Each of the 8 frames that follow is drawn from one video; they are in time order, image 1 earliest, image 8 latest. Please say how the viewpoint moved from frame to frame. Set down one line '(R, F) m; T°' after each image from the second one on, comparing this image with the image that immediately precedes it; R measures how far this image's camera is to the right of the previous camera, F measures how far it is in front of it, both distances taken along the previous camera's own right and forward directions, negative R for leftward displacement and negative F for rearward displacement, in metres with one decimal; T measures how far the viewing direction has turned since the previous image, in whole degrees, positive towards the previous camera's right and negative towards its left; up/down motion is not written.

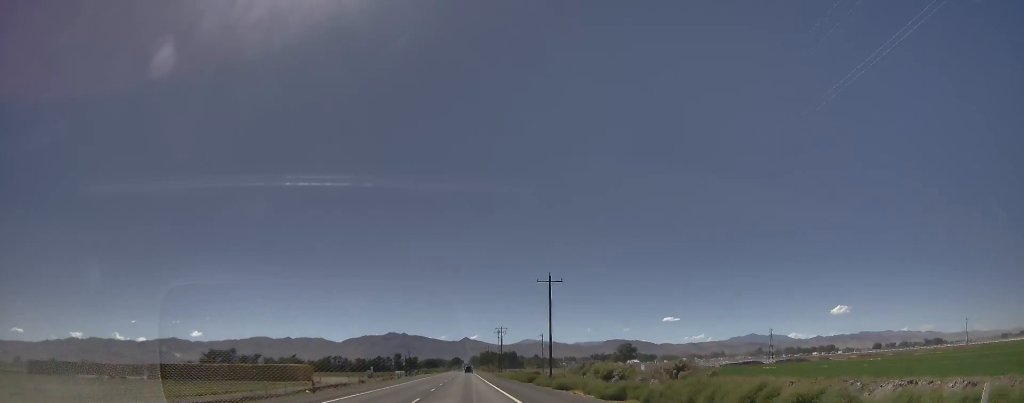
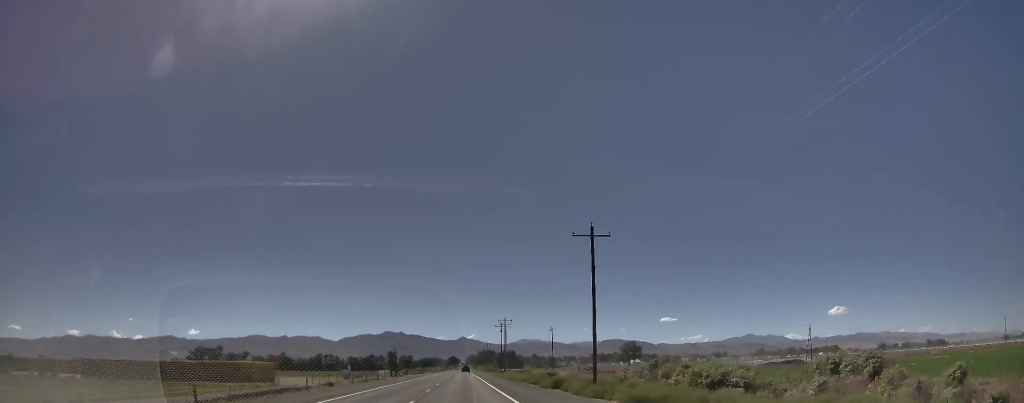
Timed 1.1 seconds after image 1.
(0.0, +26.4) m; 0°
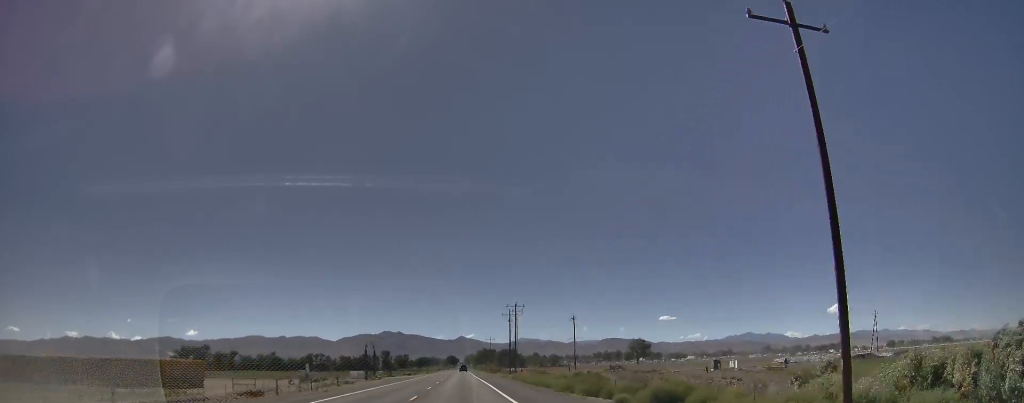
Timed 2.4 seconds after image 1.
(0.0, +32.8) m; +2°
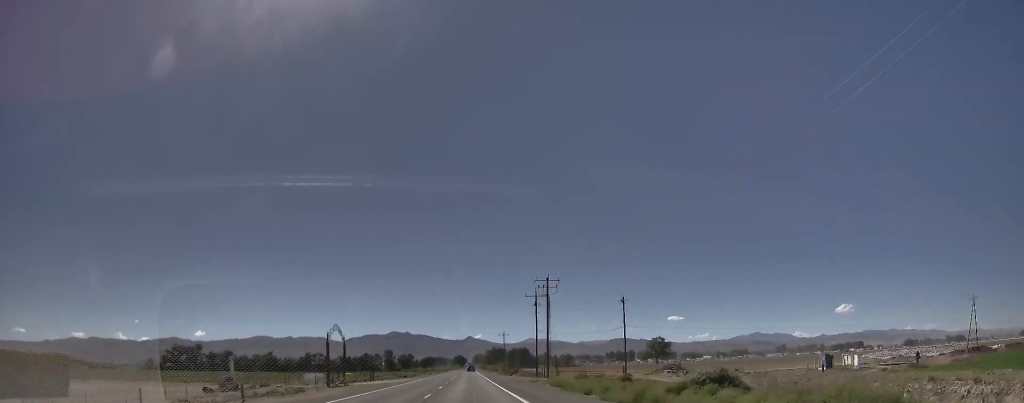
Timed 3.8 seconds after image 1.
(+0.8, +33.8) m; 0°
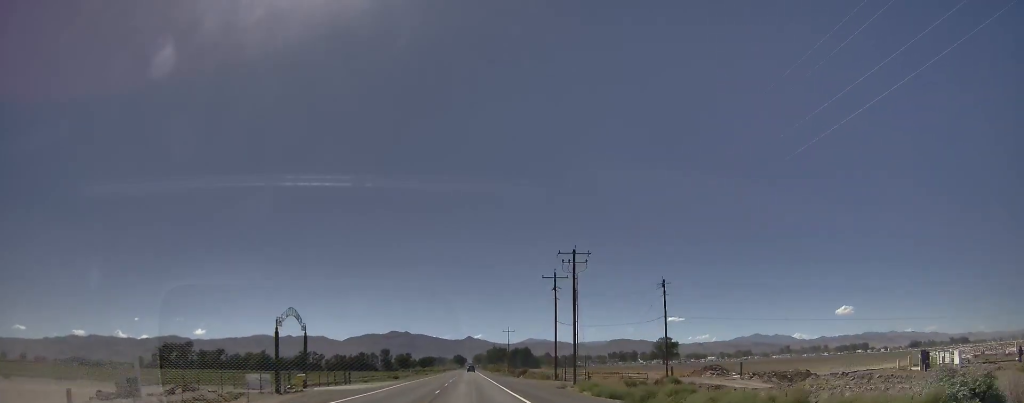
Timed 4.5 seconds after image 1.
(-0.6, +19.2) m; -2°
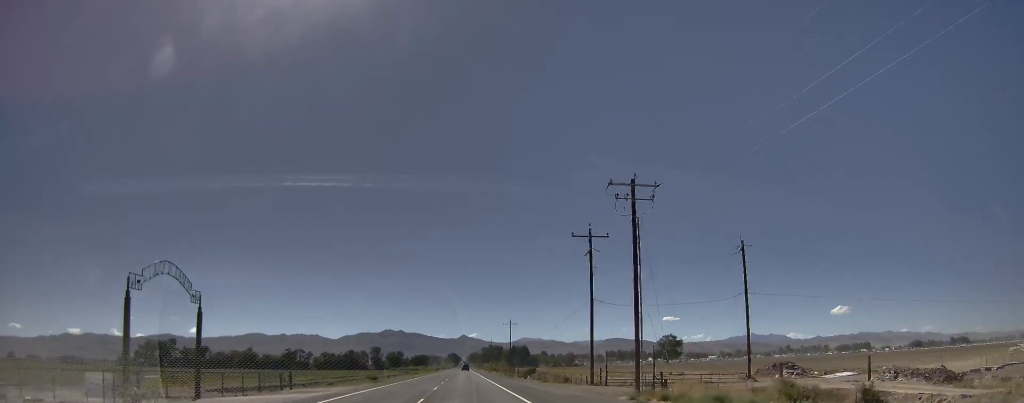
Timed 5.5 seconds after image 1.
(0.0, +23.4) m; 0°
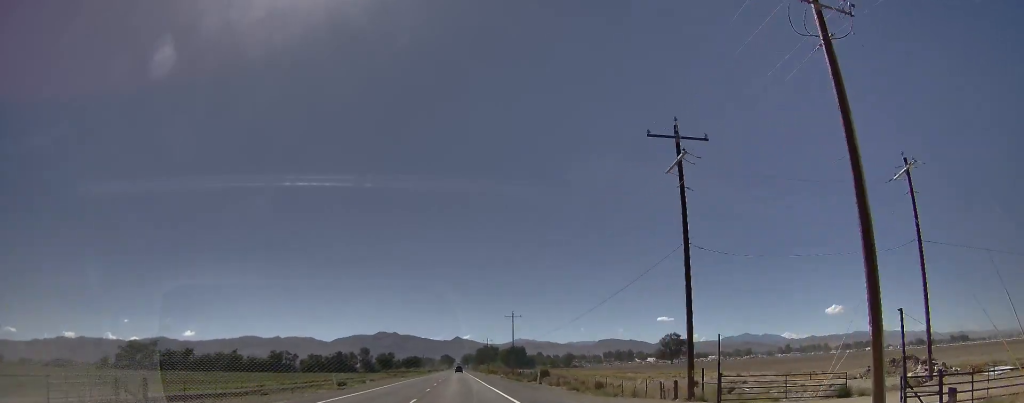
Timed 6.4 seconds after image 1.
(0.0, +23.3) m; 0°
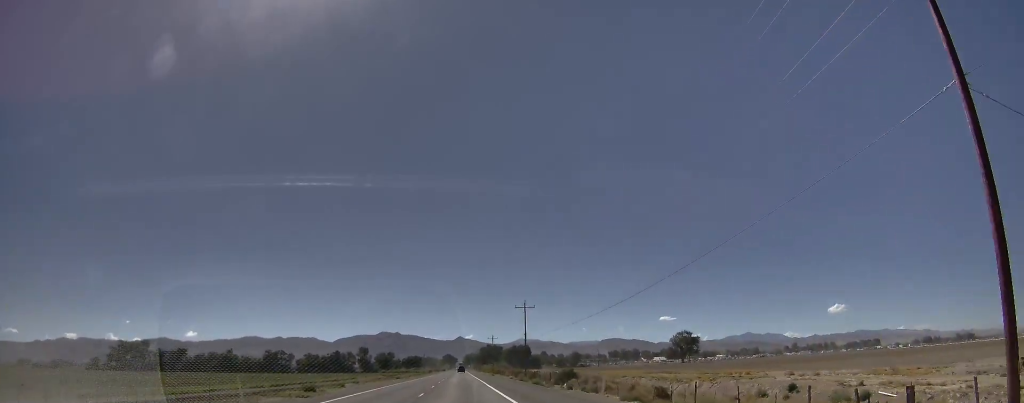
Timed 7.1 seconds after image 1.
(0.0, +18.2) m; 0°
